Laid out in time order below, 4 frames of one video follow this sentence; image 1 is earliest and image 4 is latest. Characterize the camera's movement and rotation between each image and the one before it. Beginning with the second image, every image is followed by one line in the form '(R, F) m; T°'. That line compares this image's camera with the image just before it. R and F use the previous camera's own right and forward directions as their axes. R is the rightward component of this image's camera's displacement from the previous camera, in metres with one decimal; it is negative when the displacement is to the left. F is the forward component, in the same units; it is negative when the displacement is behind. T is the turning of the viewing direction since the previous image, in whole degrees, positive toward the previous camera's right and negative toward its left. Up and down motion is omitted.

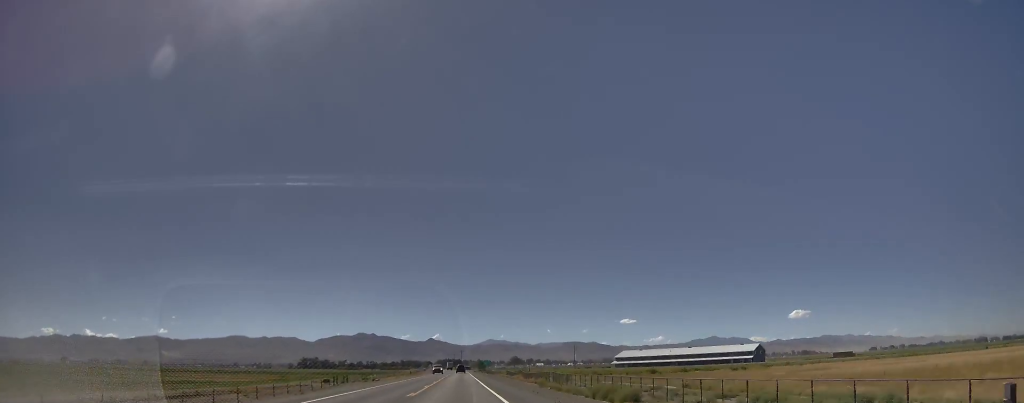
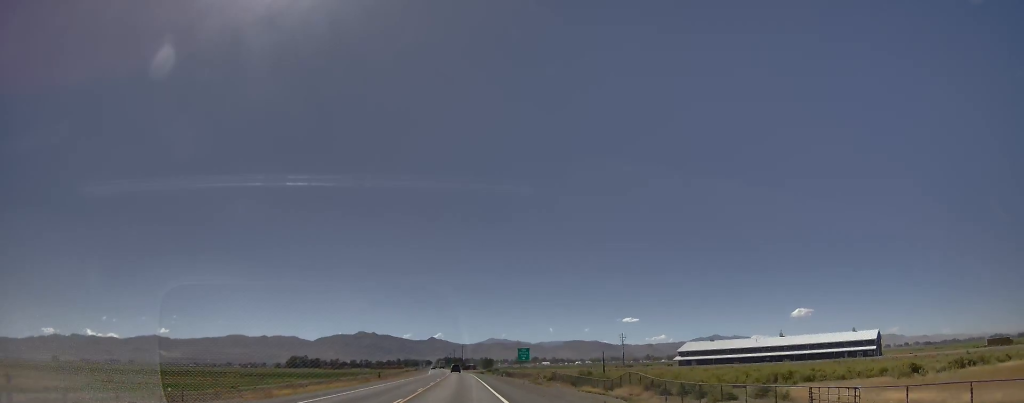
(-2.2, +92.1) m; -1°
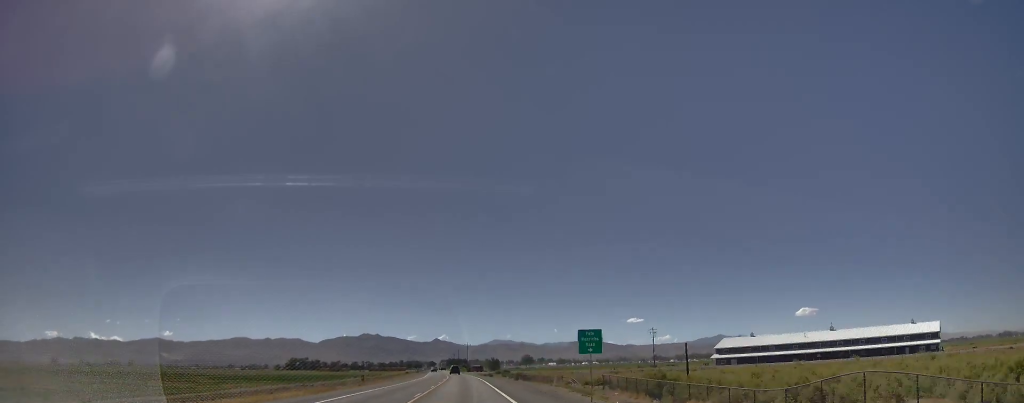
(-0.4, +30.6) m; 0°
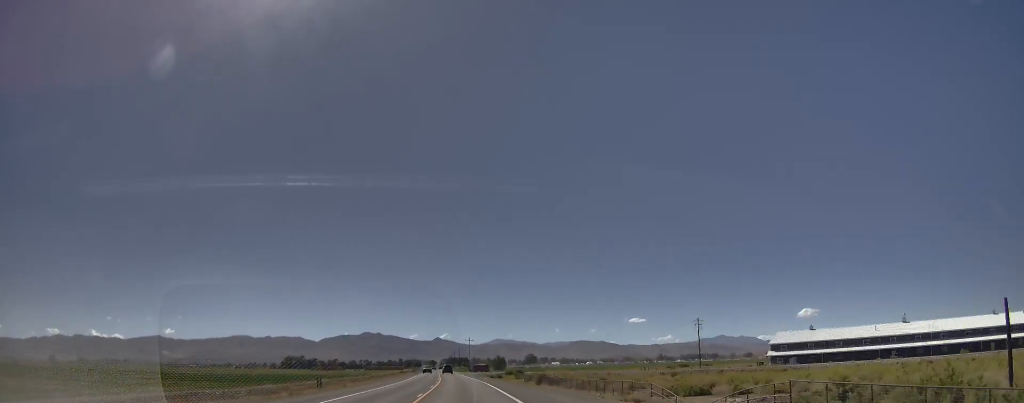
(+0.6, +36.7) m; 0°
